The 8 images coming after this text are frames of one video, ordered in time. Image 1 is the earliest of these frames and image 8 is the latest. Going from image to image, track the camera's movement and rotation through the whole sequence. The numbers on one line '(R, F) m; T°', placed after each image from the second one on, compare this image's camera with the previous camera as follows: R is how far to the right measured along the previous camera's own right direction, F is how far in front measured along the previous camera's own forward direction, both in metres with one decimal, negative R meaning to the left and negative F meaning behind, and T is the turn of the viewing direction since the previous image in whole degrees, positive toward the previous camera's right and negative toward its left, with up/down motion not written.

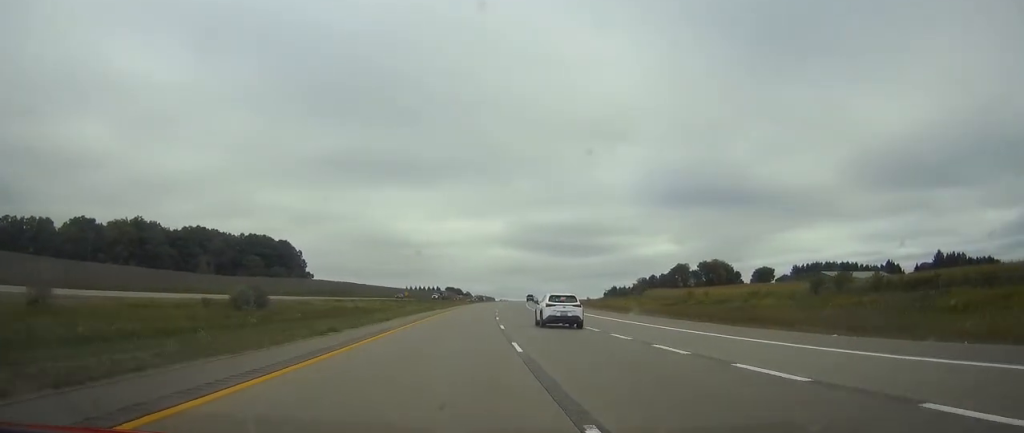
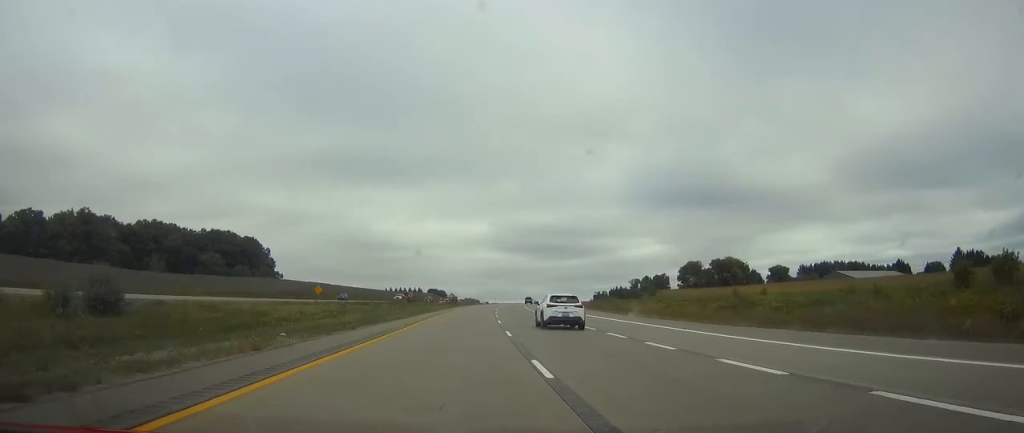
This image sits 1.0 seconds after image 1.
(+0.3, +29.4) m; +1°
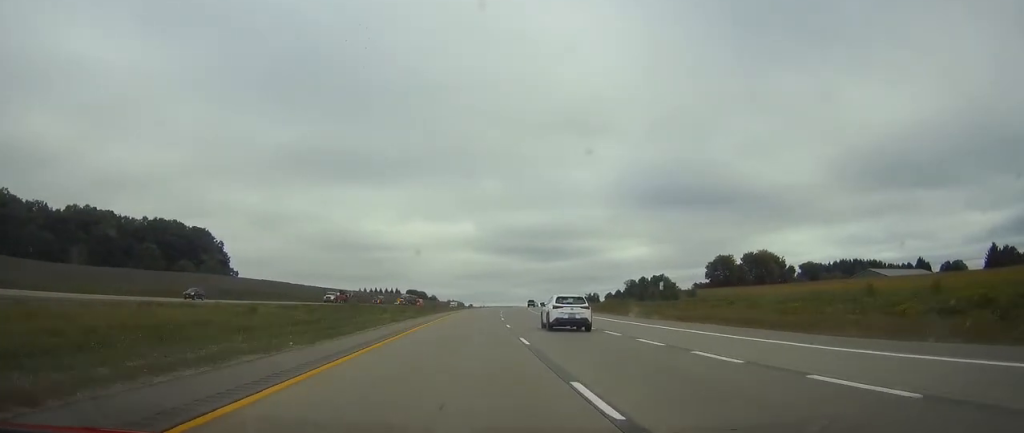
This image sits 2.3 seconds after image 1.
(+0.6, +40.3) m; +2°
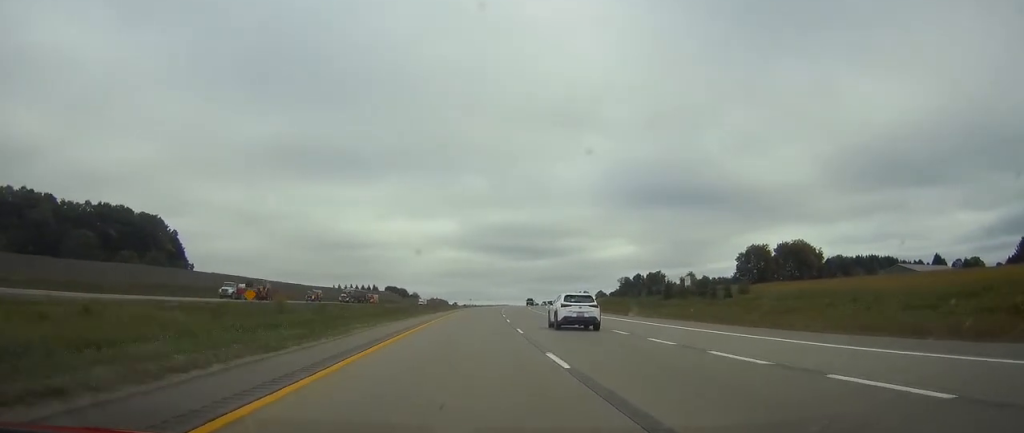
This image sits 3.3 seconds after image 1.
(+0.3, +31.2) m; +1°
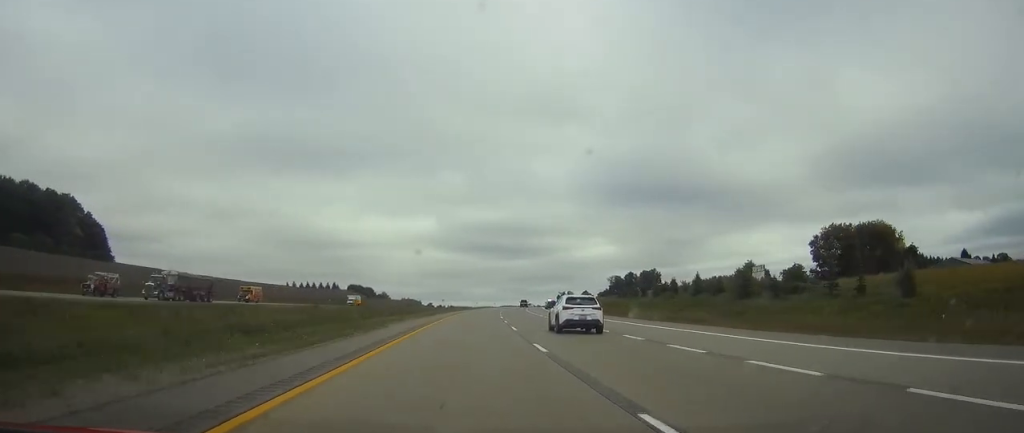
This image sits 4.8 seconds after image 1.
(+0.9, +45.1) m; +2°
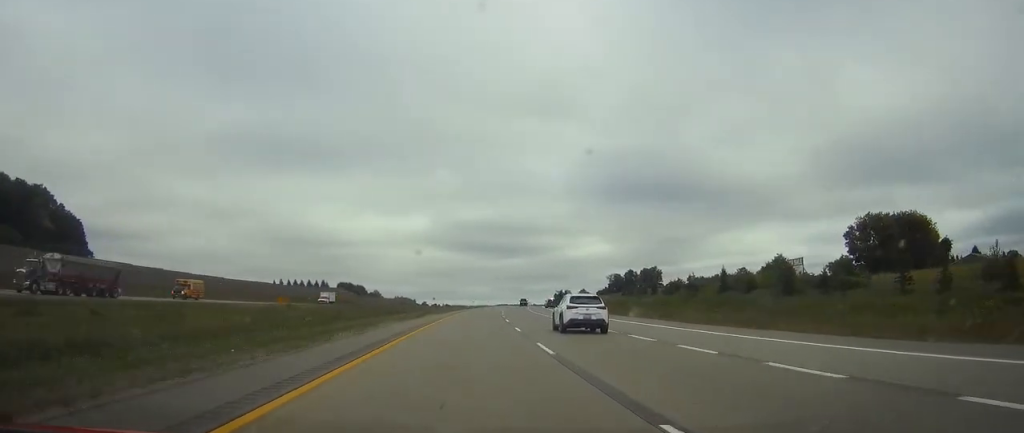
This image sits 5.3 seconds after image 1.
(+0.1, +13.1) m; 0°
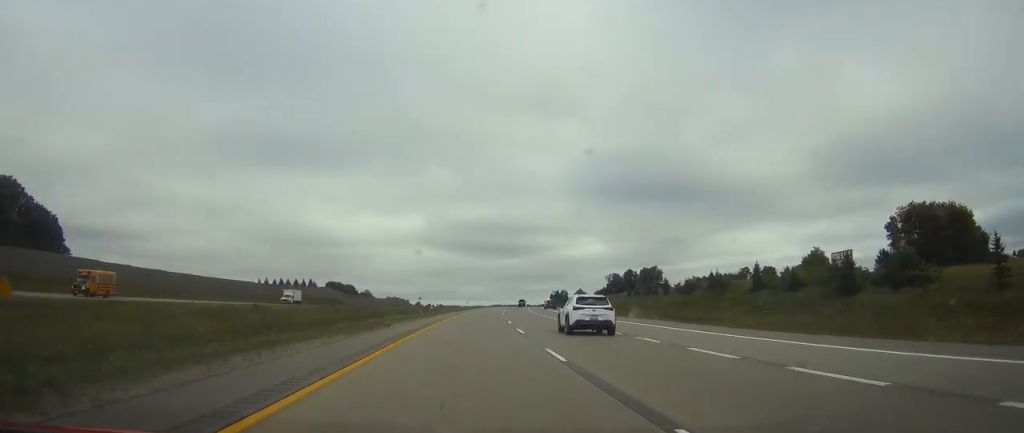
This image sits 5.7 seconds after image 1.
(0.0, +13.0) m; 0°
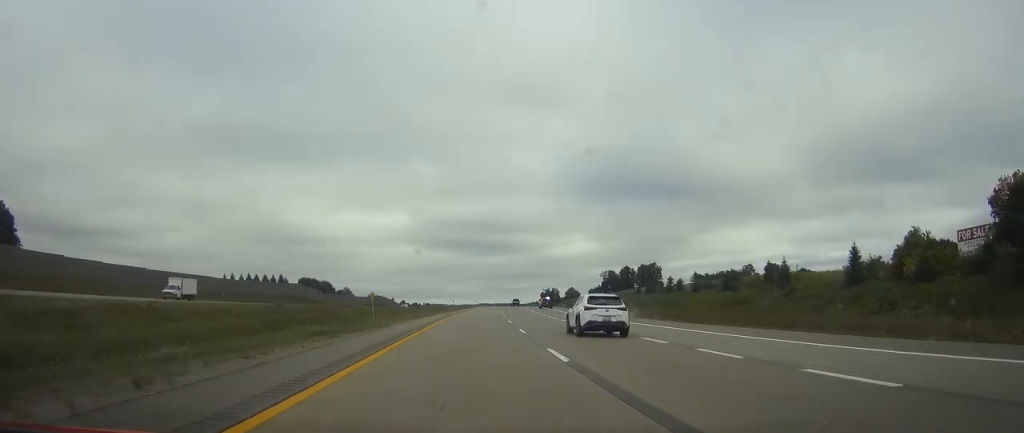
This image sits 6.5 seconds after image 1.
(+0.3, +25.1) m; +1°
